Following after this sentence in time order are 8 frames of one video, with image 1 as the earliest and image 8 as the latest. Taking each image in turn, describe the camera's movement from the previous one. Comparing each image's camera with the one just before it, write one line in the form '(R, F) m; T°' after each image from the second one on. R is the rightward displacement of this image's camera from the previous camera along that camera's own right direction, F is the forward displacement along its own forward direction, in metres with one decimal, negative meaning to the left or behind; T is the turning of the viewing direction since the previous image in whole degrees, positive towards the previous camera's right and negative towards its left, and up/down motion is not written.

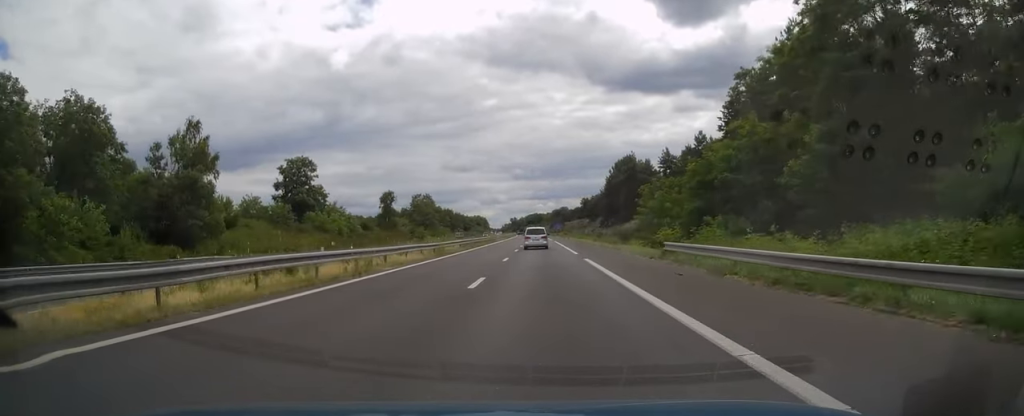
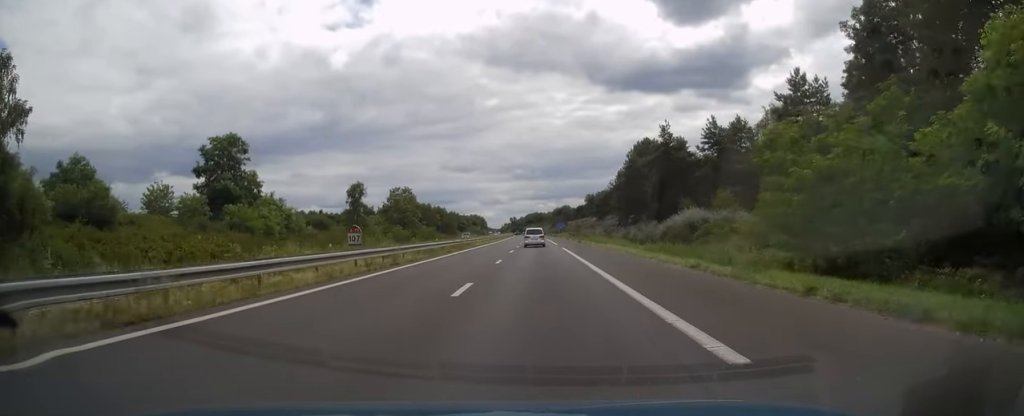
(-0.2, +27.5) m; 0°
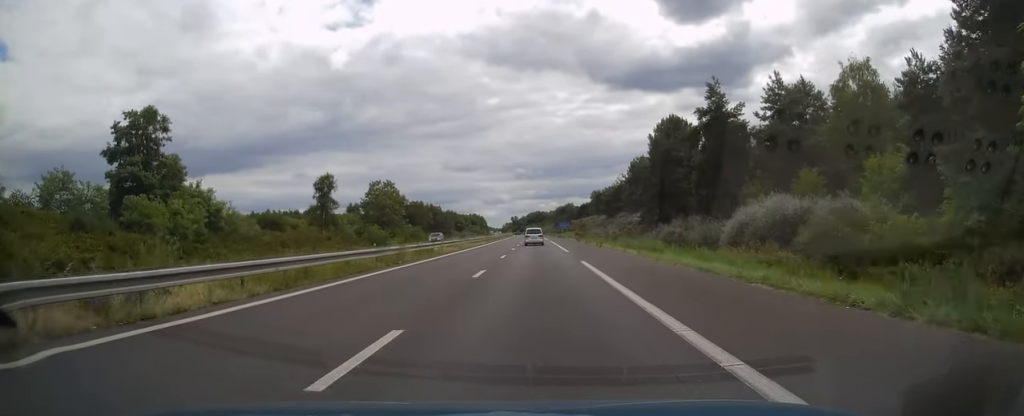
(-0.1, +20.7) m; 0°
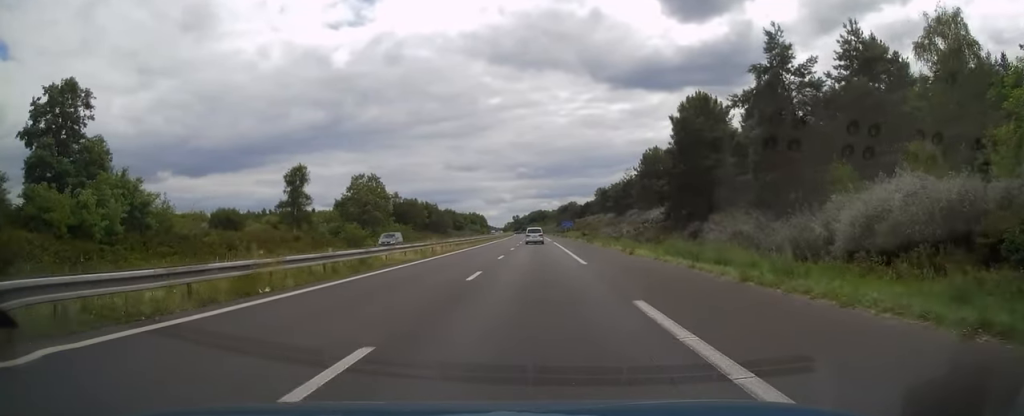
(0.0, +14.3) m; 0°
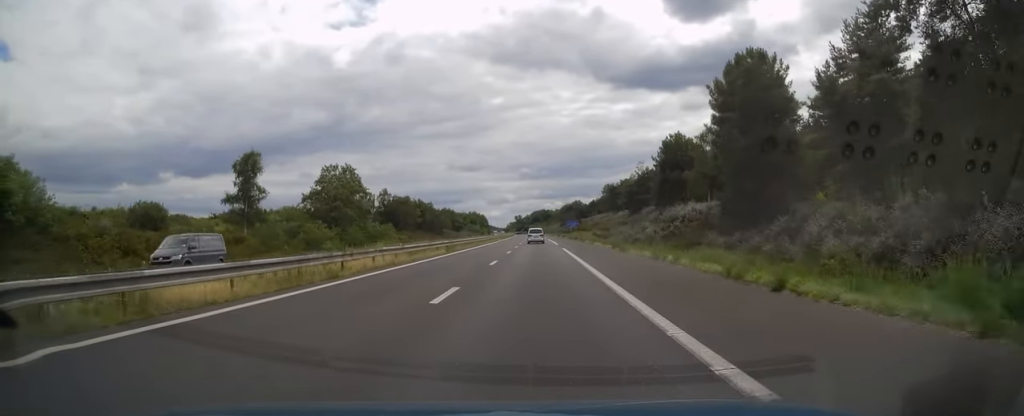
(0.0, +18.1) m; 0°
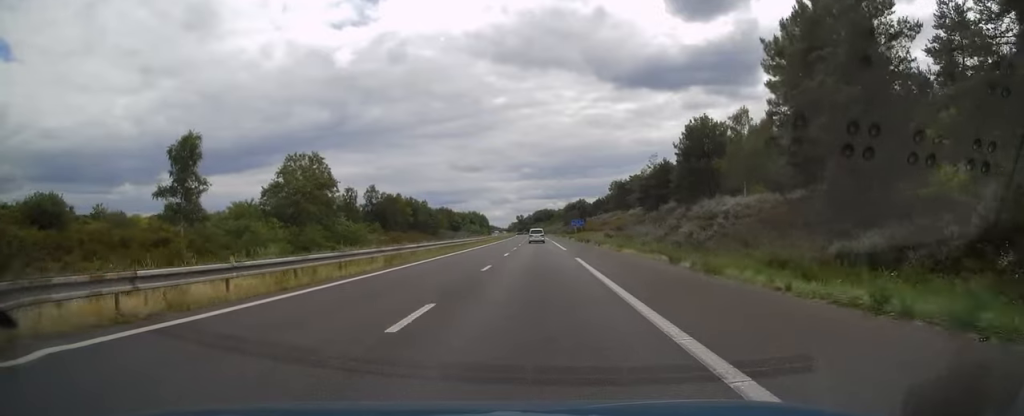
(0.0, +16.2) m; 0°
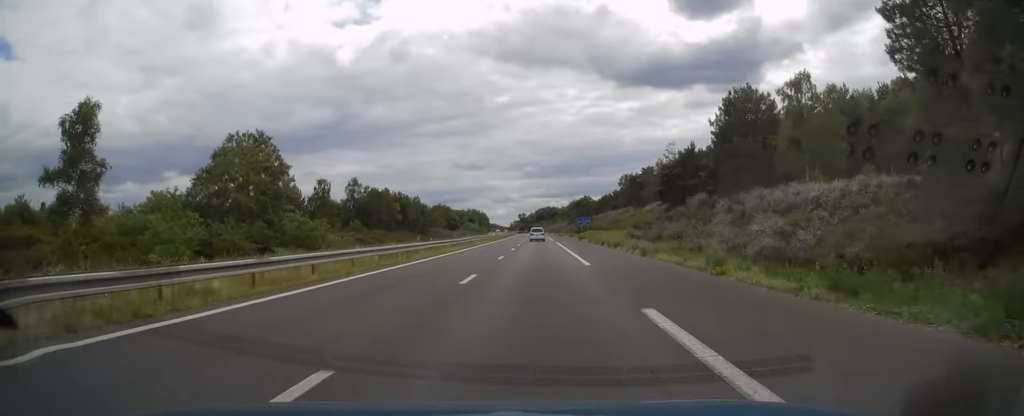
(-0.1, +18.7) m; 0°
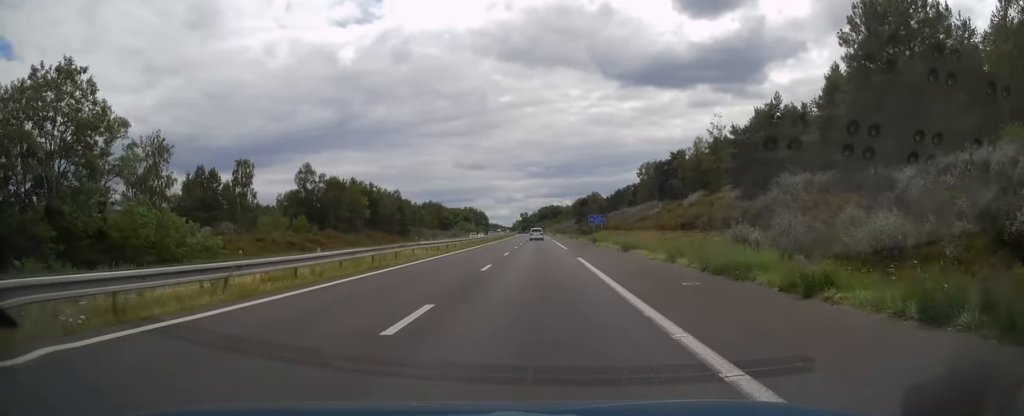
(-0.1, +33.5) m; 0°
